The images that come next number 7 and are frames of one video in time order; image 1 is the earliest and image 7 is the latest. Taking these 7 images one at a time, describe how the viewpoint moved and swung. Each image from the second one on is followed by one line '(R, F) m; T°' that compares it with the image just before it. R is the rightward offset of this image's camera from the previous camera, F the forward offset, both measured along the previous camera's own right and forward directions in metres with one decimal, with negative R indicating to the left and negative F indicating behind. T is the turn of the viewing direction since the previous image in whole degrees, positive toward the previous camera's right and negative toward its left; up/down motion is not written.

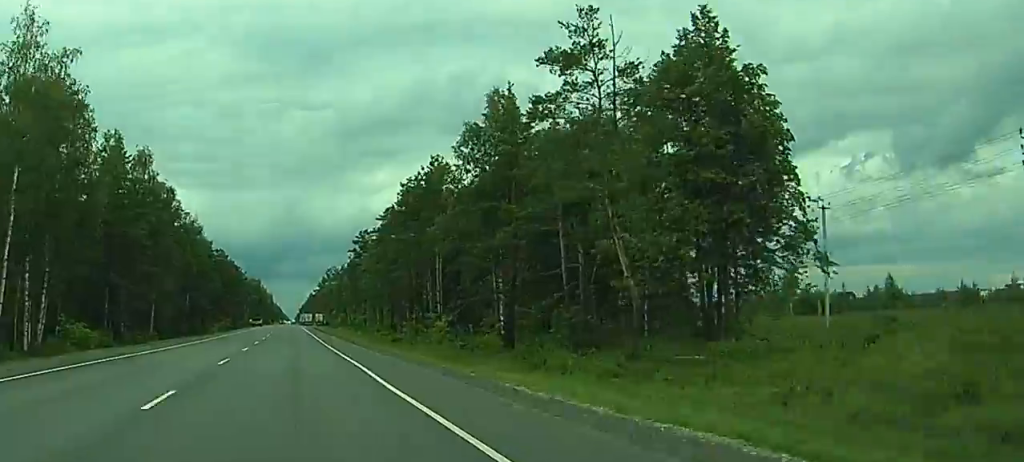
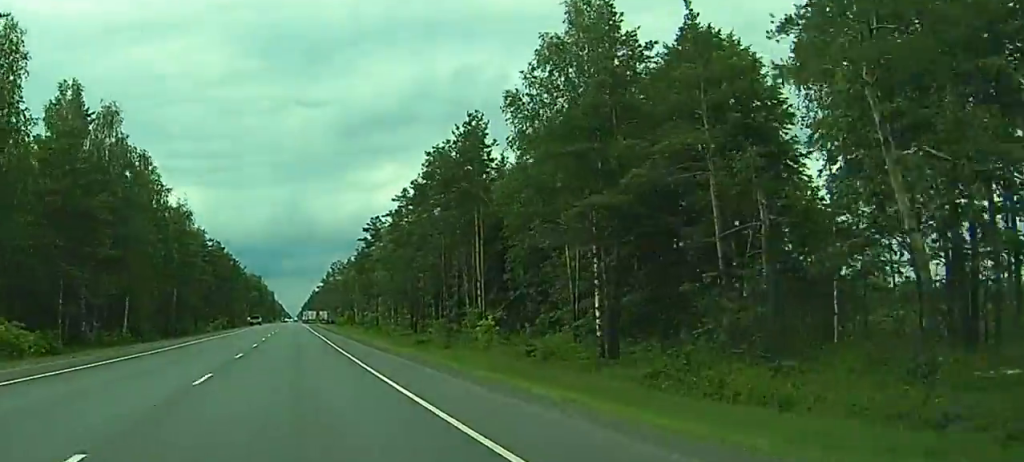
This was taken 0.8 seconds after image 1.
(0.0, +18.8) m; 0°
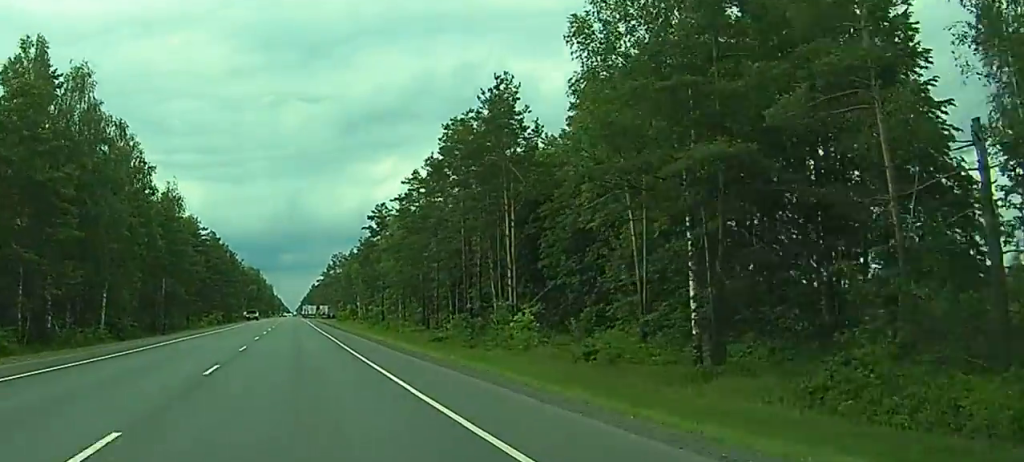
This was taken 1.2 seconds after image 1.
(-0.1, +10.6) m; 0°
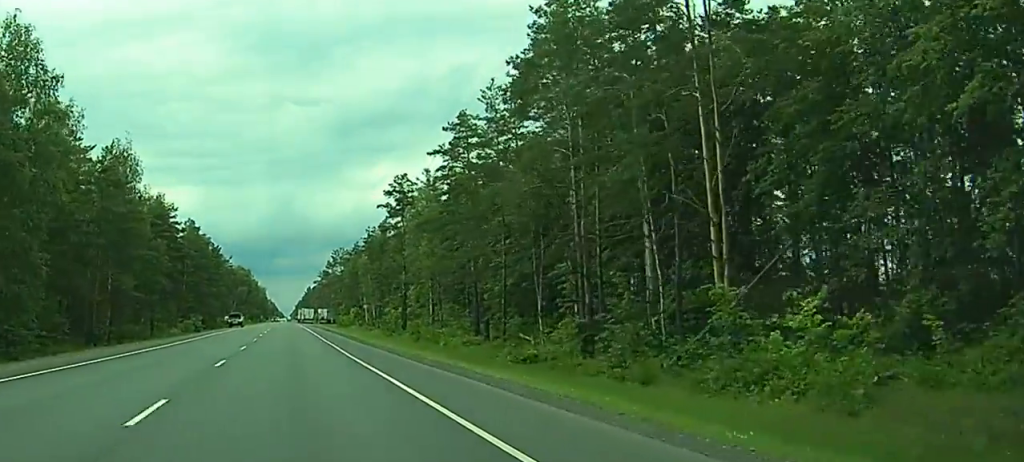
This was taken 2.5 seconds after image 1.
(+0.2, +32.5) m; +1°
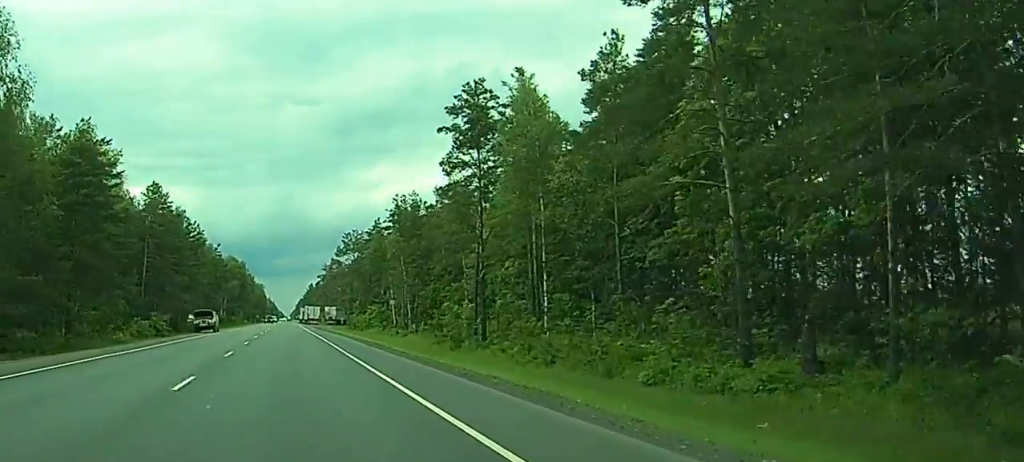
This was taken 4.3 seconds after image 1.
(+0.2, +43.4) m; 0°
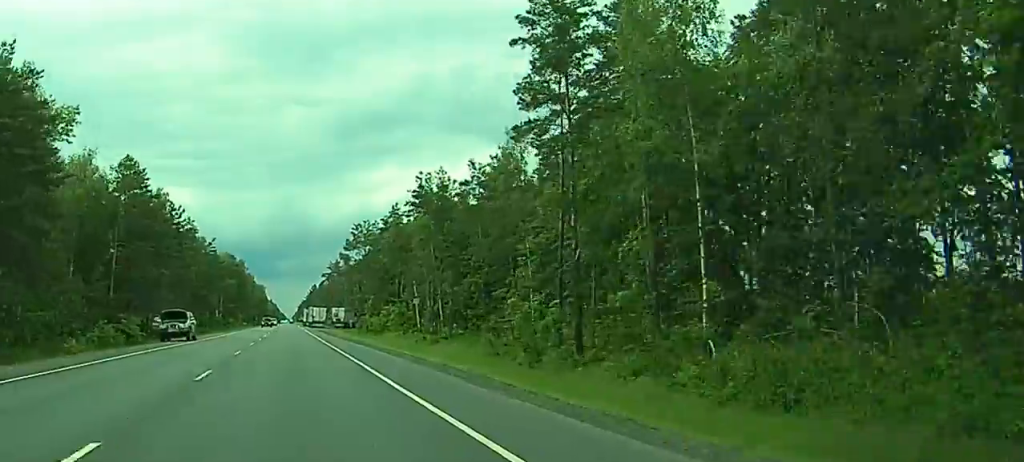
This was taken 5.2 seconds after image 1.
(-0.1, +20.9) m; 0°
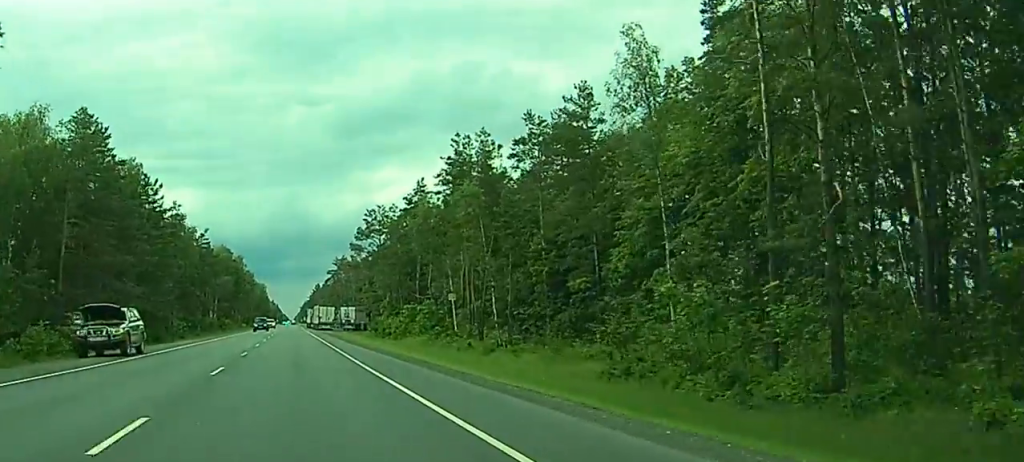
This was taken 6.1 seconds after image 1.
(0.0, +21.8) m; 0°
